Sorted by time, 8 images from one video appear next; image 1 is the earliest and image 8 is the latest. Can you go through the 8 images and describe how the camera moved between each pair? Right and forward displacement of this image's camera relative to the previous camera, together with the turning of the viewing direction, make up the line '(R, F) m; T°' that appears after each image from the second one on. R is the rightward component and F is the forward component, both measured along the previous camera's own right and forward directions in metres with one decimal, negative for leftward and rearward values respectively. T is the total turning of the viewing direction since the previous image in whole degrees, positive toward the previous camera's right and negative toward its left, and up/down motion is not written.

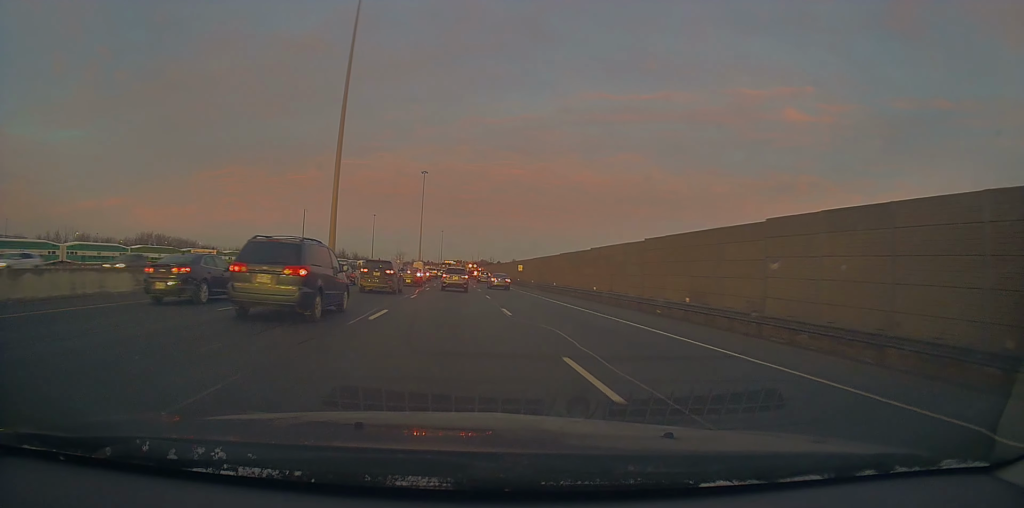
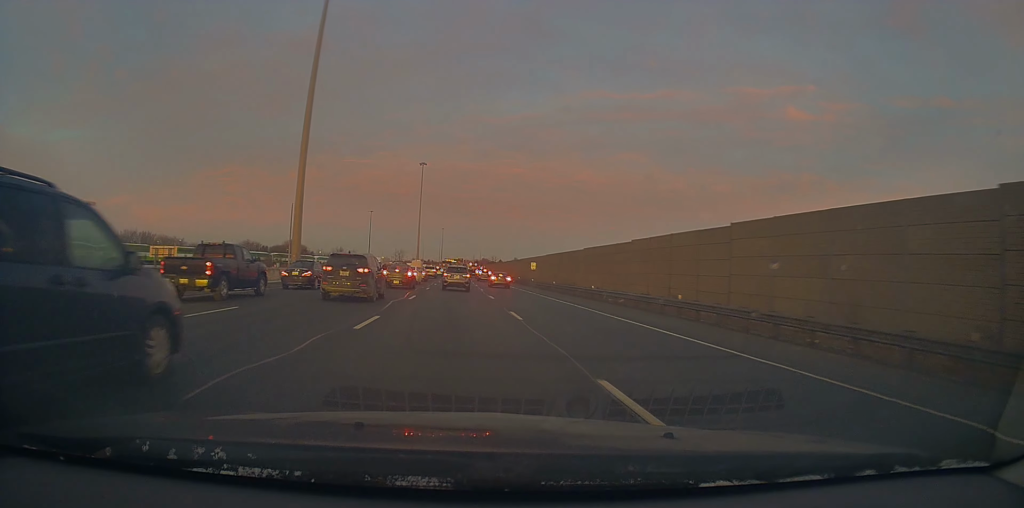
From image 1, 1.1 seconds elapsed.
(-0.4, +14.0) m; -1°
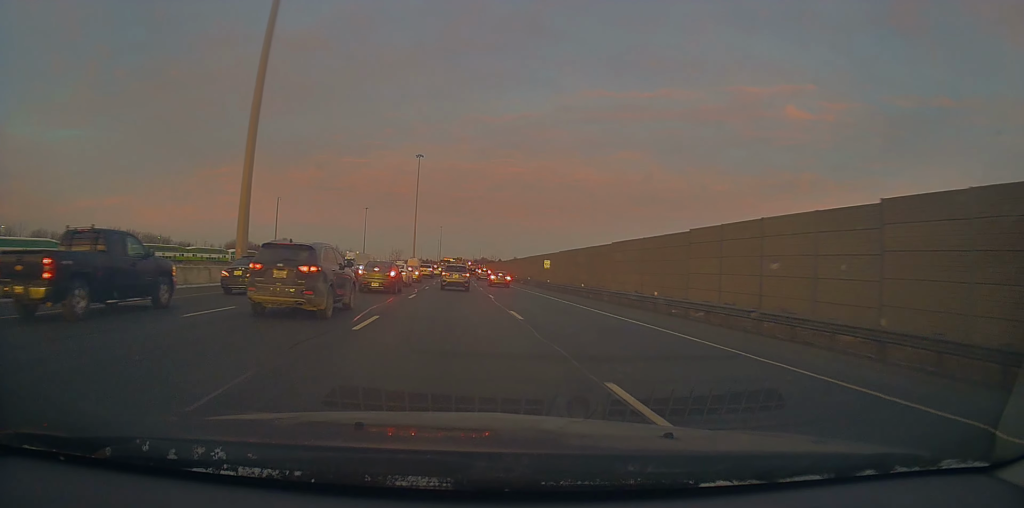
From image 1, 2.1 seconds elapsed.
(+0.2, +12.4) m; +2°
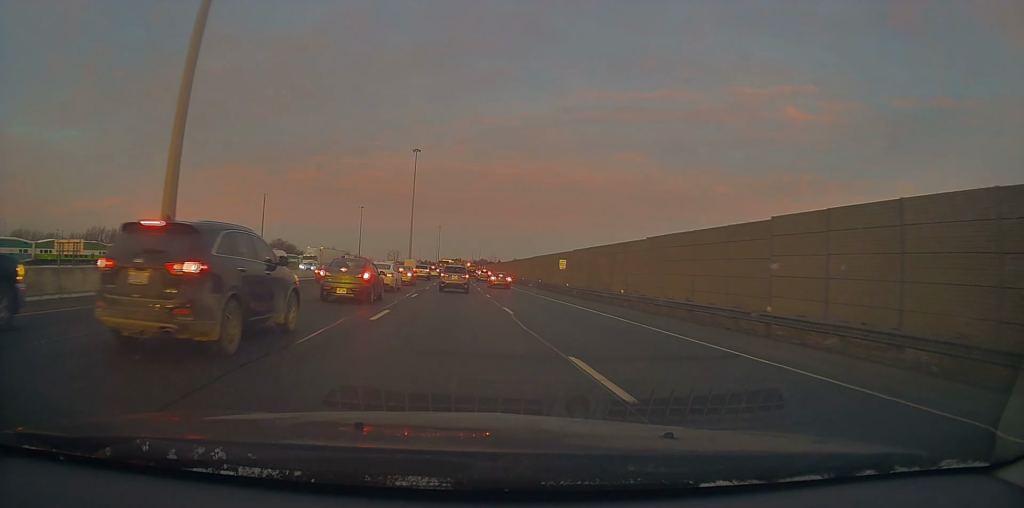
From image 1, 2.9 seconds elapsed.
(+0.2, +10.1) m; +1°
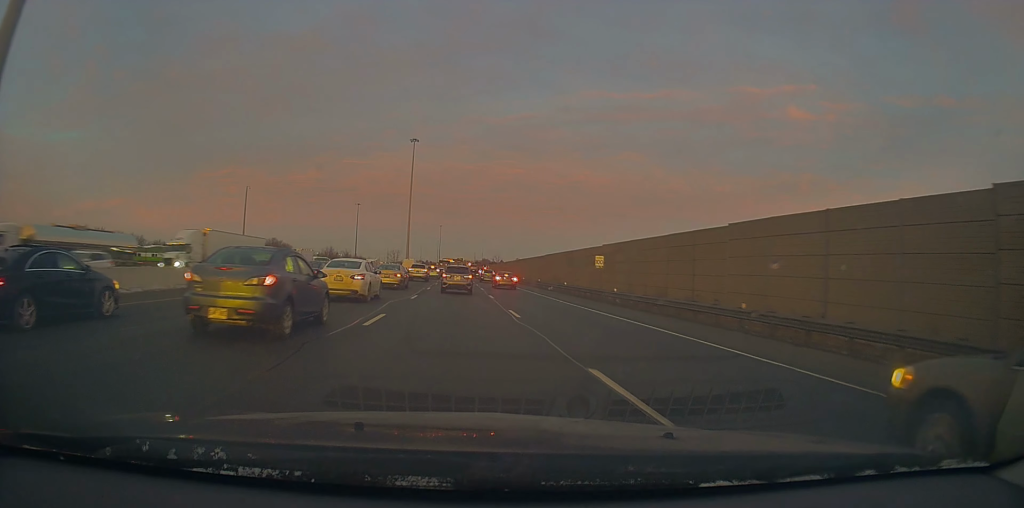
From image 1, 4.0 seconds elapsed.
(0.0, +13.6) m; -1°
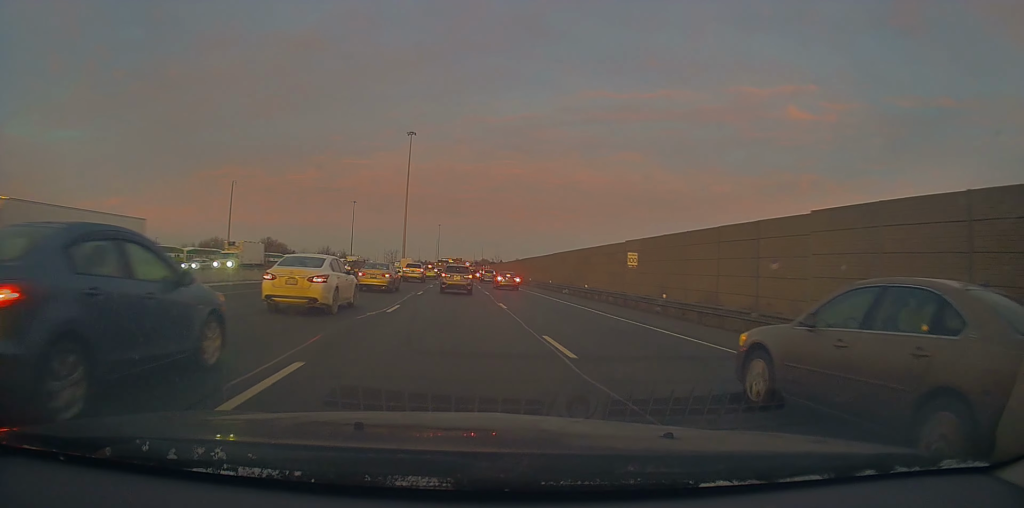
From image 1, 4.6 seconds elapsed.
(-0.1, +8.1) m; 0°
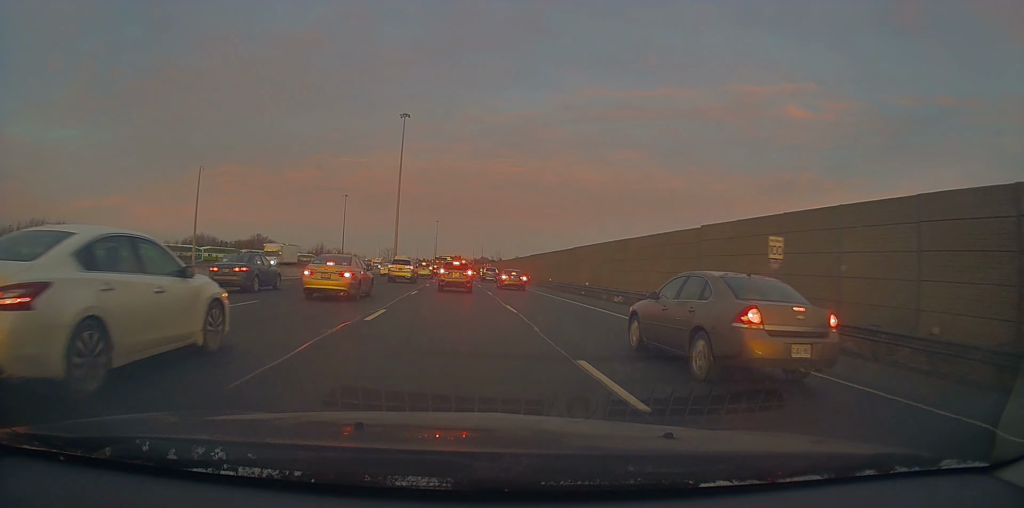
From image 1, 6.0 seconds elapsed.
(+0.4, +16.2) m; +2°
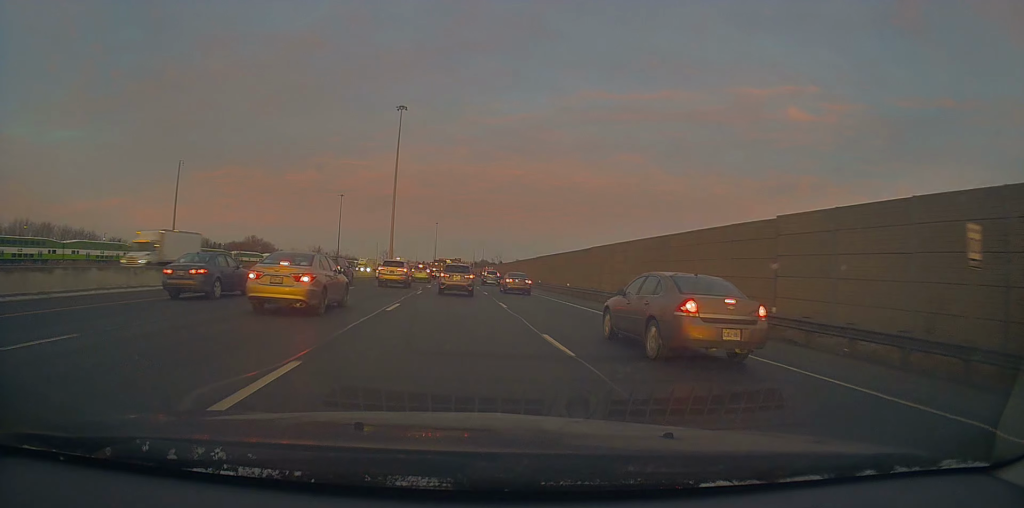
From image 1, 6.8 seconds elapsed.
(-0.1, +9.0) m; -1°
